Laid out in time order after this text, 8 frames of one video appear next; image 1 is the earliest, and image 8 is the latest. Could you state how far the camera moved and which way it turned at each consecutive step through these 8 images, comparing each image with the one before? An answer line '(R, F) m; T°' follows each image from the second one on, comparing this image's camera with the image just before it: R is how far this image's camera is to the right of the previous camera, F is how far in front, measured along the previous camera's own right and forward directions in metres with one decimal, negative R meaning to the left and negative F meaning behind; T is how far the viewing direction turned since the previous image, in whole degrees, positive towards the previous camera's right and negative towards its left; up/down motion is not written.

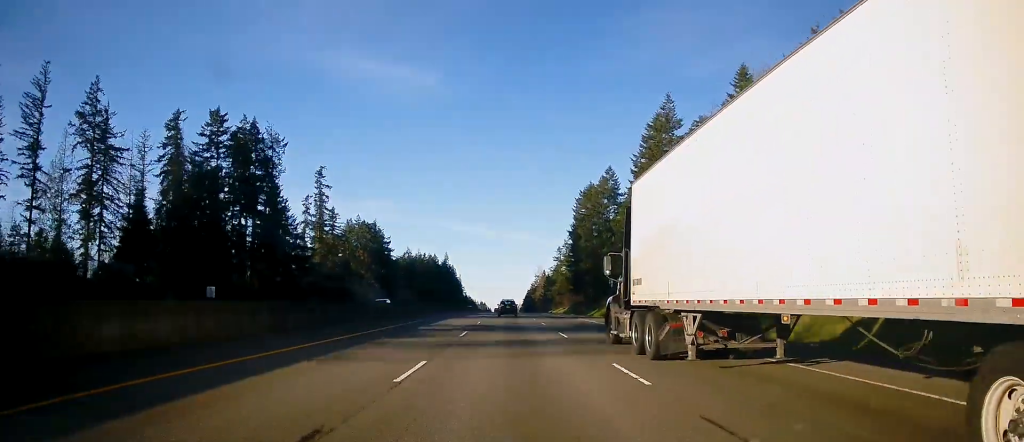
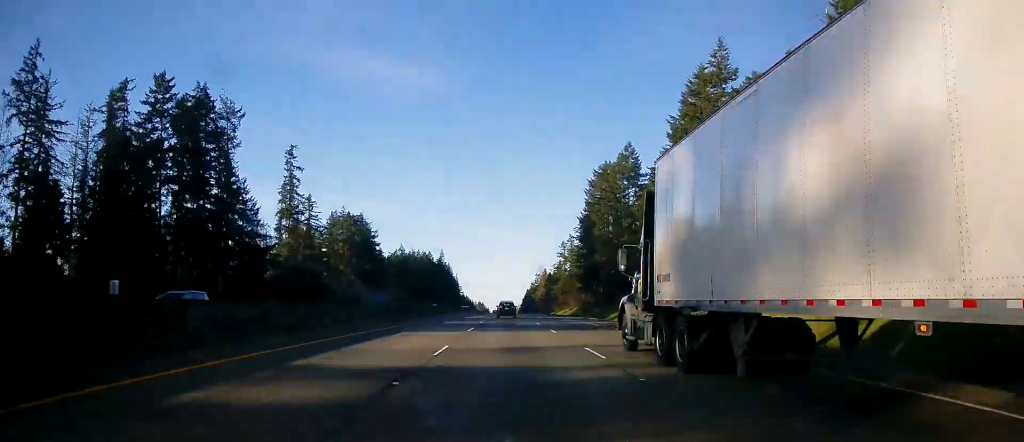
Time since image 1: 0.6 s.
(0.0, +20.0) m; 0°
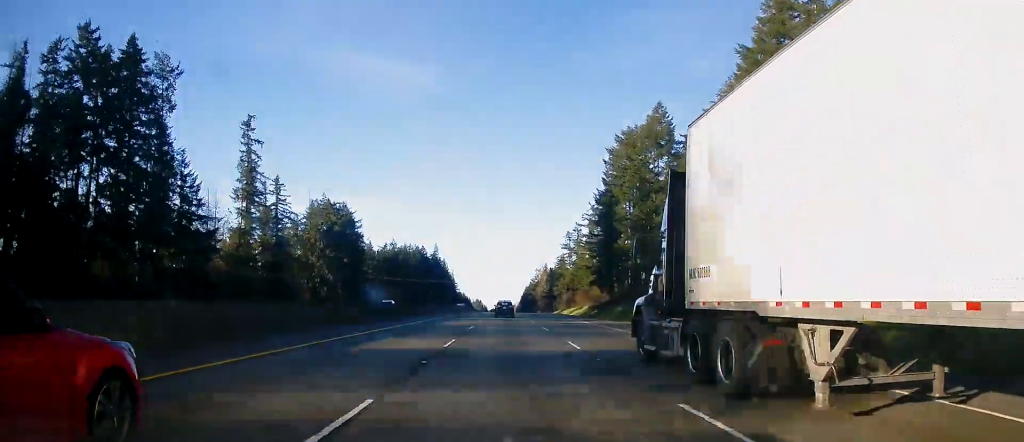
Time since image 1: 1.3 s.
(+0.1, +21.1) m; +1°
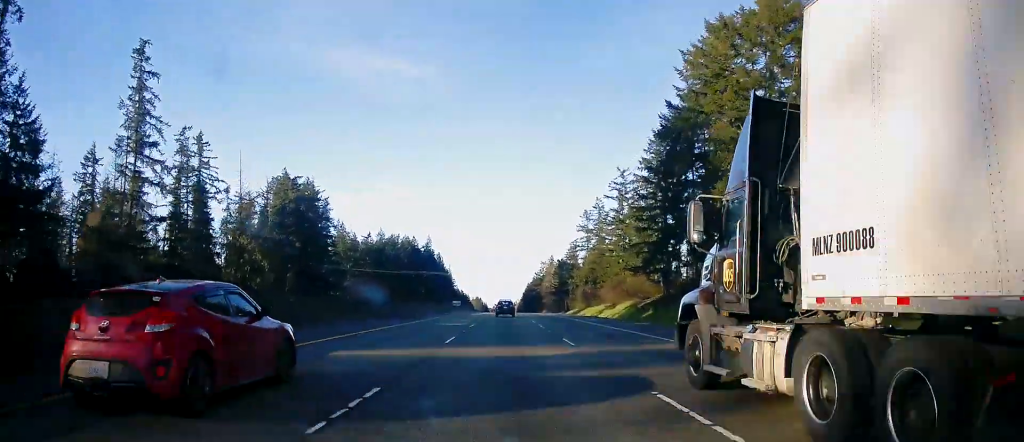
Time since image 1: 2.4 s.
(+0.4, +35.9) m; 0°
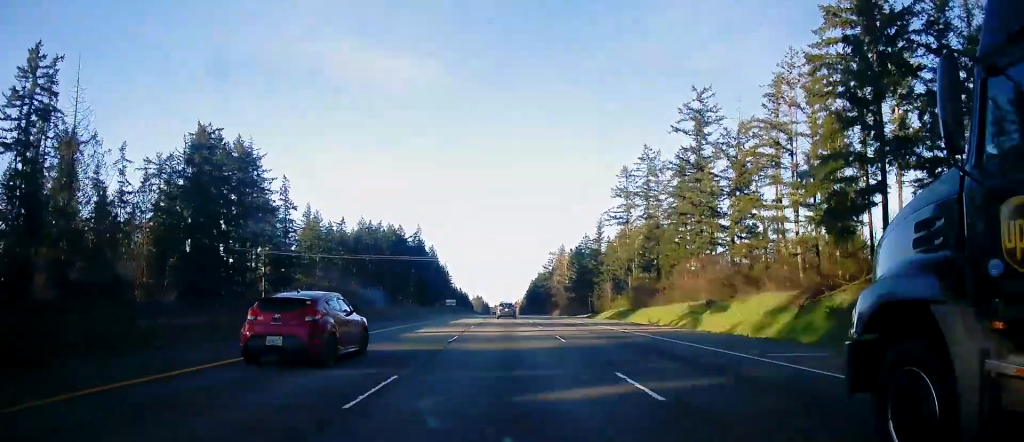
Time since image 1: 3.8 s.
(-0.6, +43.3) m; -1°
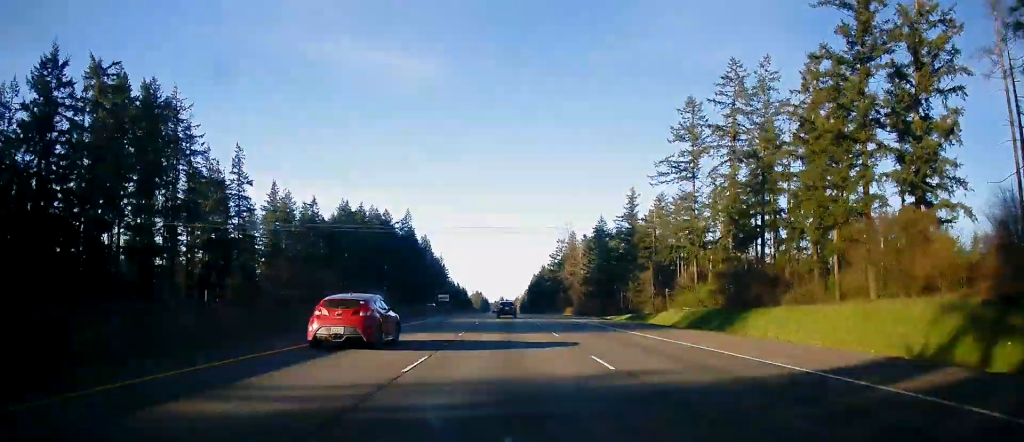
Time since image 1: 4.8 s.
(-0.1, +32.9) m; 0°
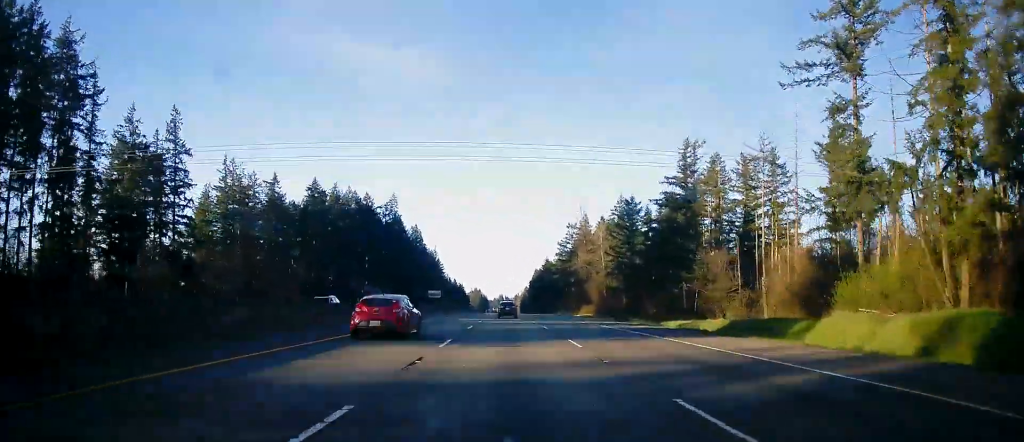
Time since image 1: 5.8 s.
(+0.3, +30.9) m; +1°
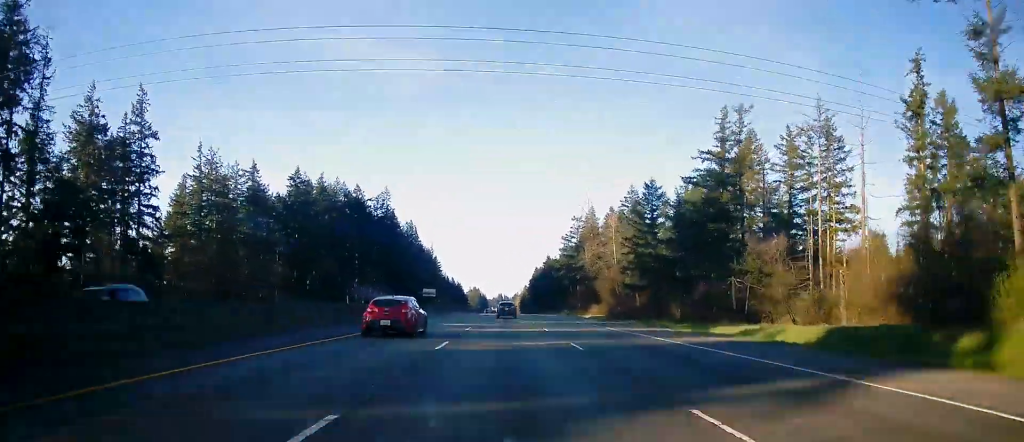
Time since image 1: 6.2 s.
(+0.2, +13.8) m; 0°
